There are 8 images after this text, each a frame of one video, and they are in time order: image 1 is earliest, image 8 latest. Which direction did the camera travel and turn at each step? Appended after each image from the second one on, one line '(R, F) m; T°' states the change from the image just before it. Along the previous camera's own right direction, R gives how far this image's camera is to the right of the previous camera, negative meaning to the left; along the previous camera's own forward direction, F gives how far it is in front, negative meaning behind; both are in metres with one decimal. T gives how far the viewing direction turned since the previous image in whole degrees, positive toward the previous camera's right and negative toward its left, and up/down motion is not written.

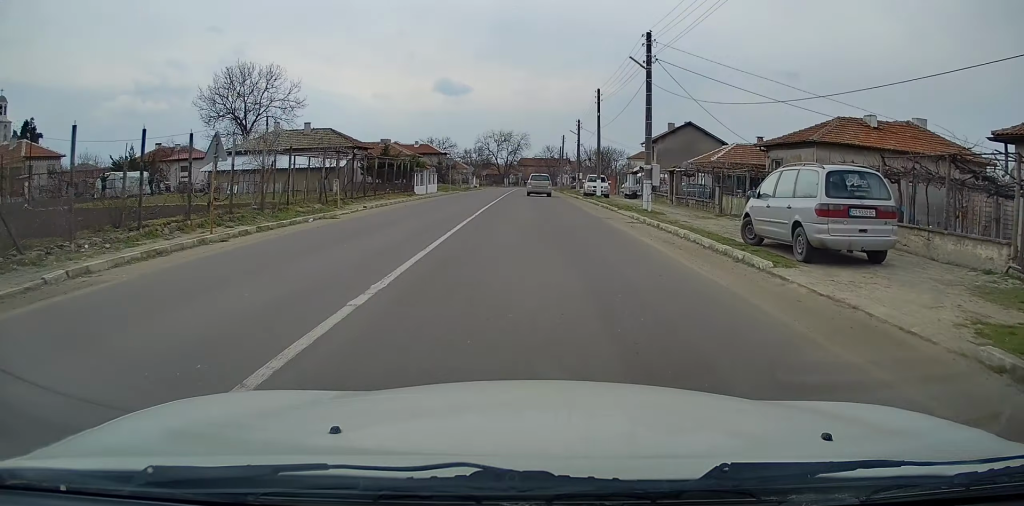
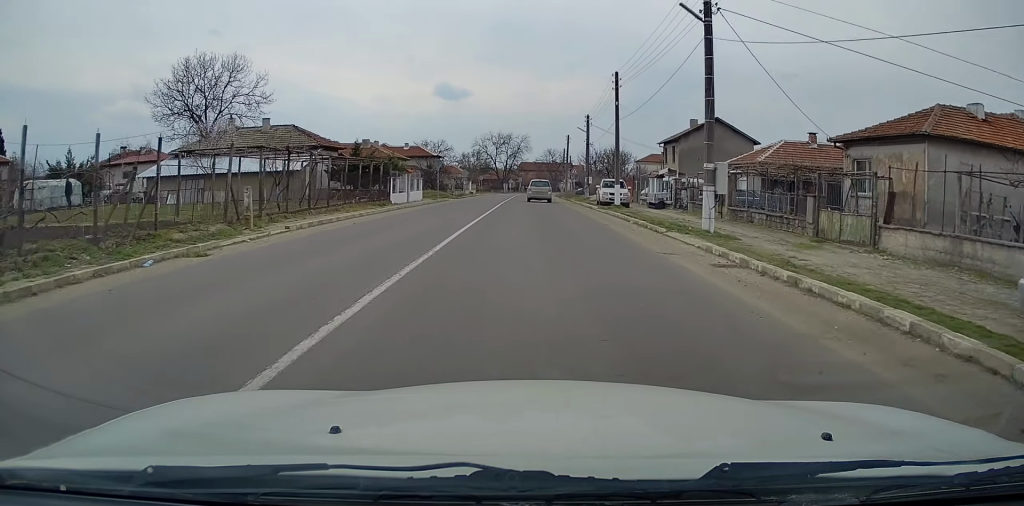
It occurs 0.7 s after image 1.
(0.0, +9.1) m; 0°
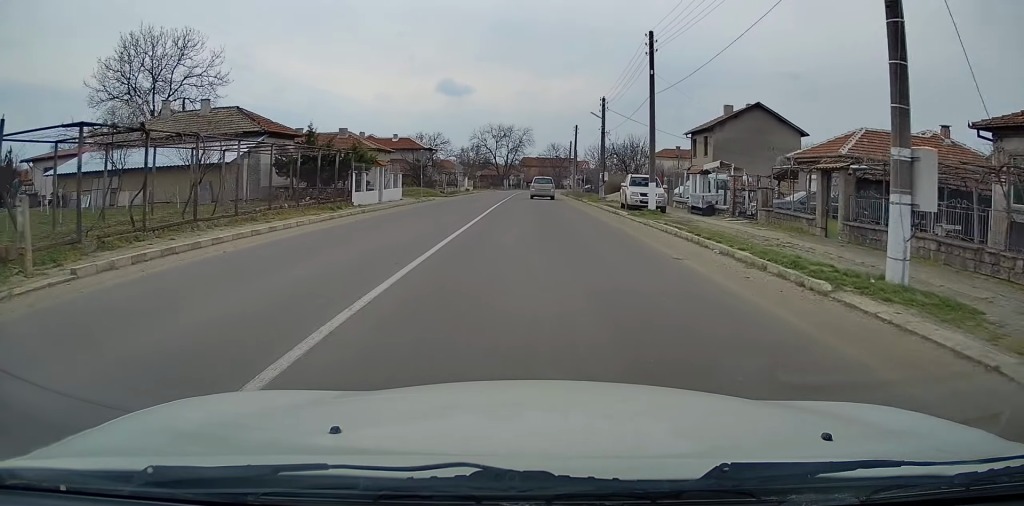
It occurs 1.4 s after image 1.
(-0.1, +9.6) m; 0°
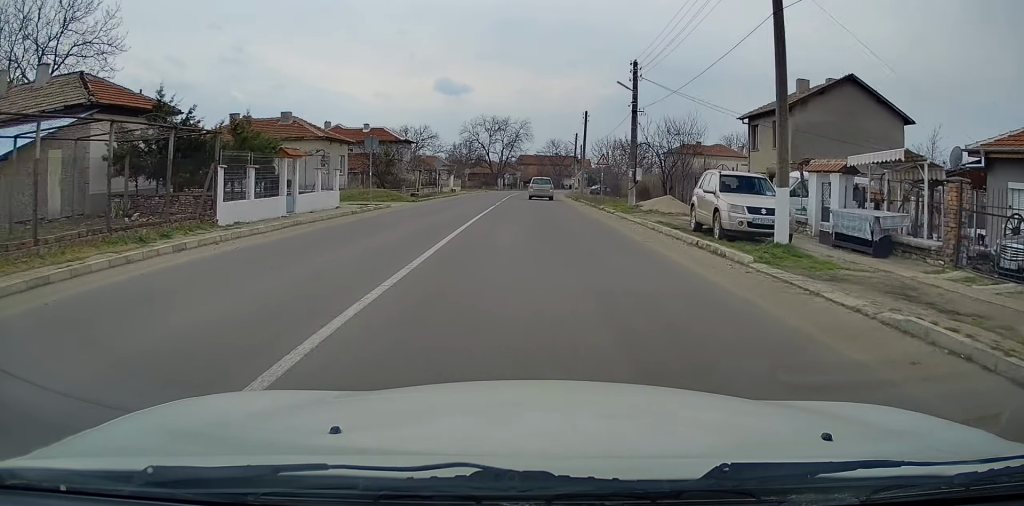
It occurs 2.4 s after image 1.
(+0.2, +14.2) m; 0°
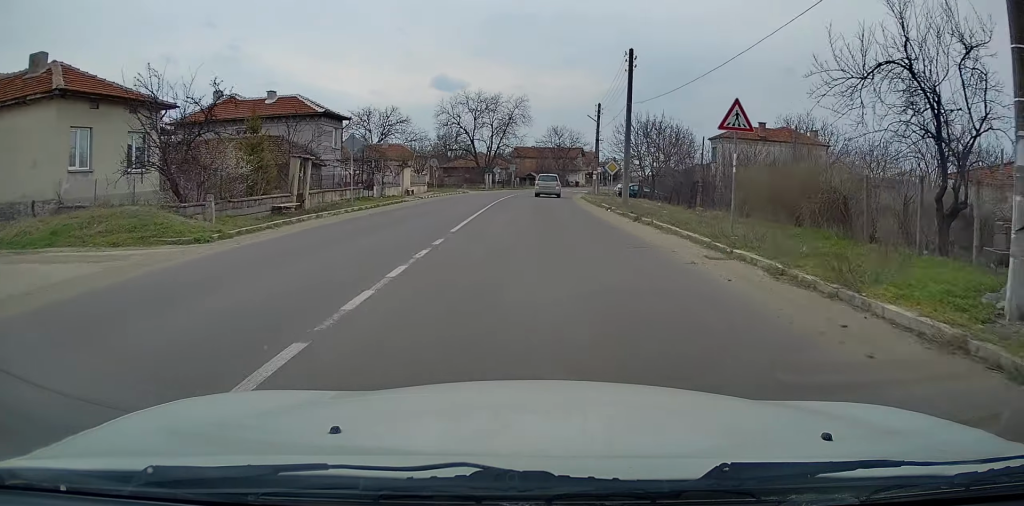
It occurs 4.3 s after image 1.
(-0.1, +26.1) m; 0°
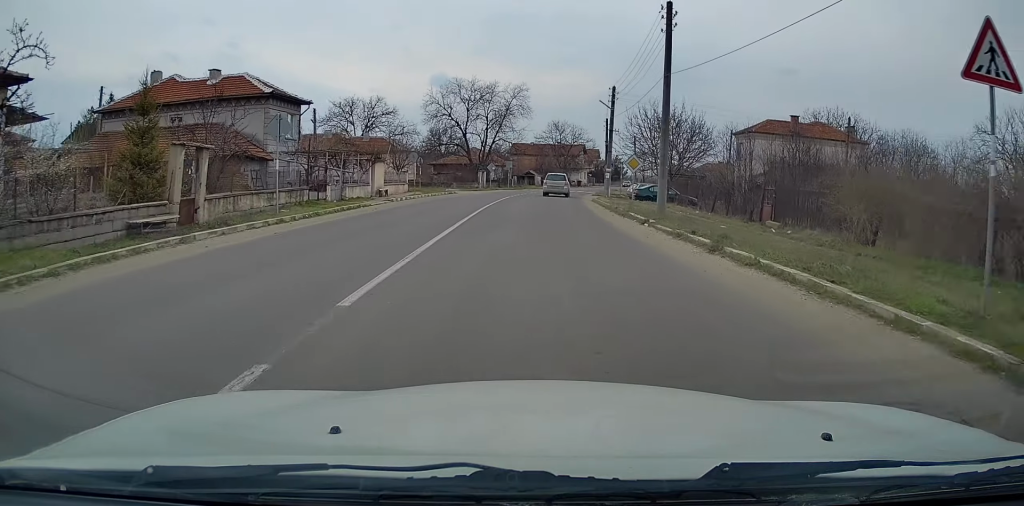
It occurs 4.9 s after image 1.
(0.0, +8.6) m; 0°
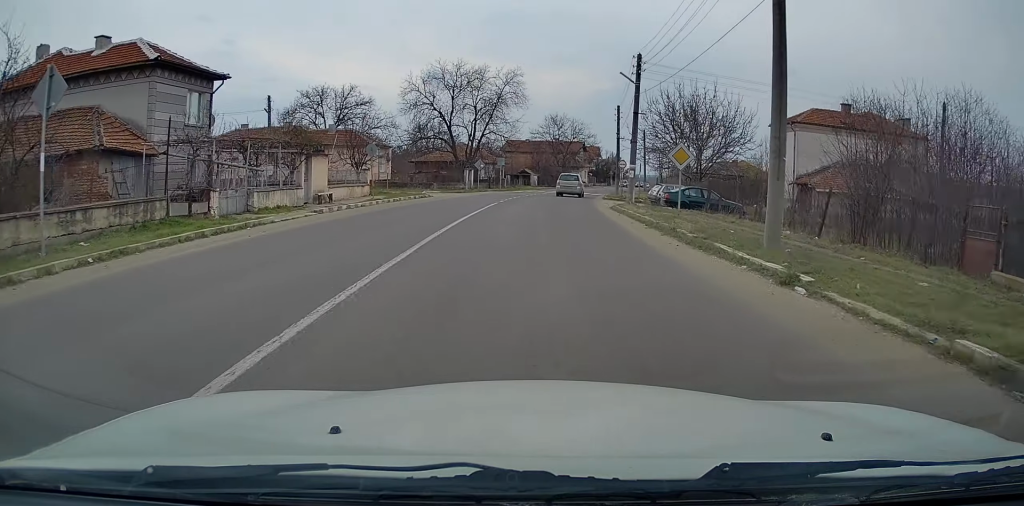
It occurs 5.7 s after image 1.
(0.0, +10.8) m; +1°
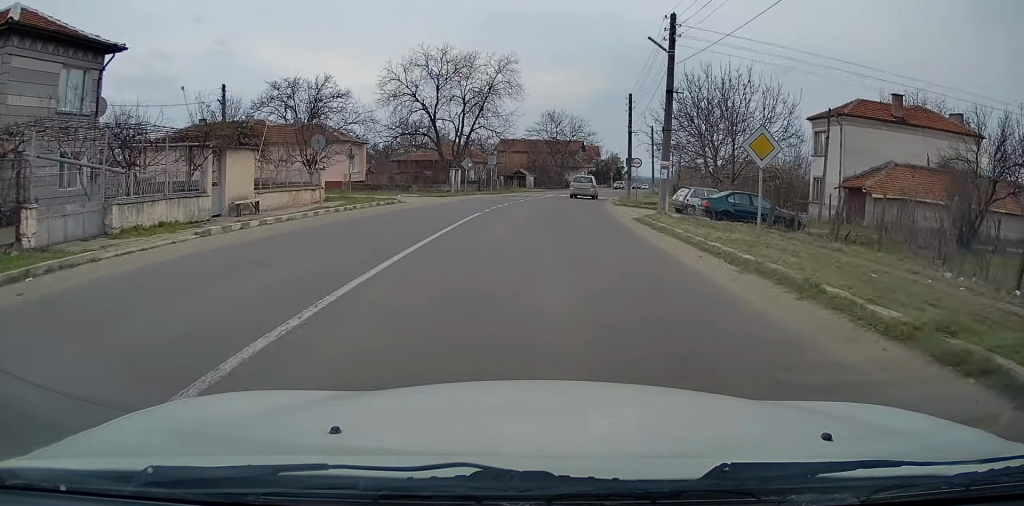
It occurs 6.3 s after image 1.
(+0.1, +8.0) m; 0°
